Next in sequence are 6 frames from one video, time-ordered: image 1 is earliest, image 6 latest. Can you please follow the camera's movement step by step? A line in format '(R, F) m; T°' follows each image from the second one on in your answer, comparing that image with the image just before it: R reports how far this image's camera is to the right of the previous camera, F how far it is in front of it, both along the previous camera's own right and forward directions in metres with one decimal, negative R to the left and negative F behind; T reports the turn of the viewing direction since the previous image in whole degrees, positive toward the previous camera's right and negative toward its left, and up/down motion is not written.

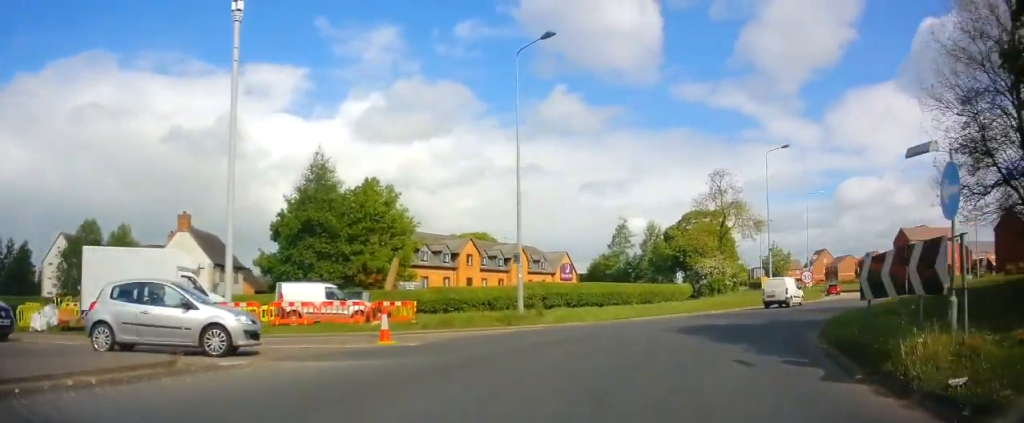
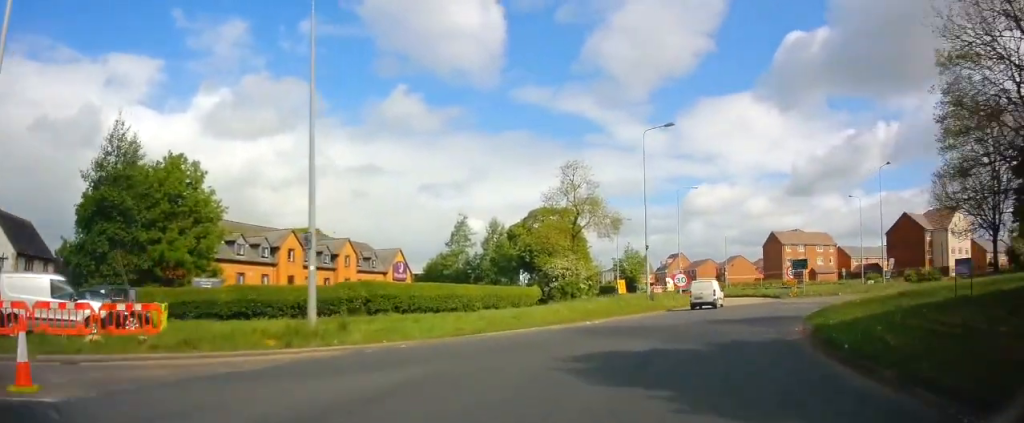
(+0.4, +7.9) m; +13°
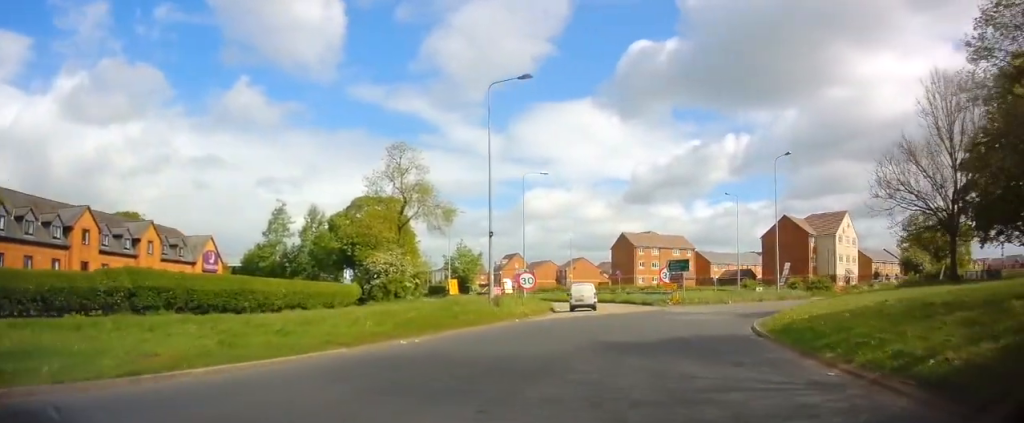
(+1.5, +9.2) m; +17°
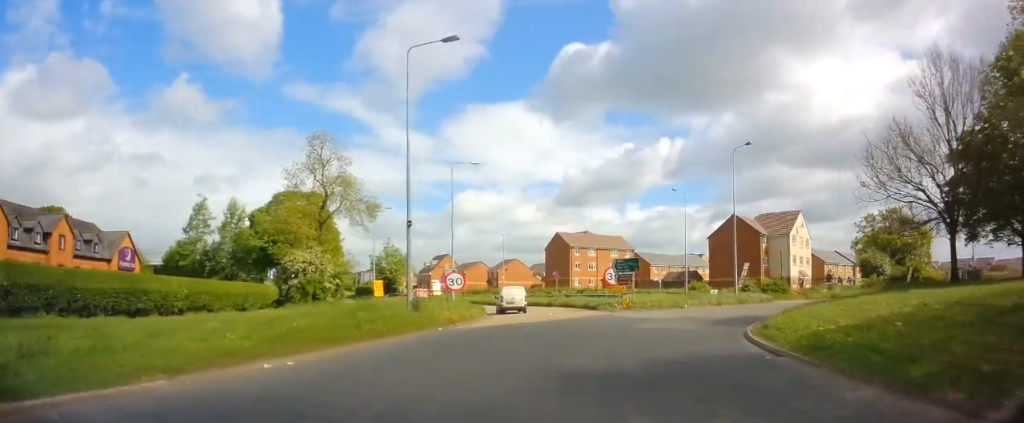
(+0.6, +4.8) m; +5°
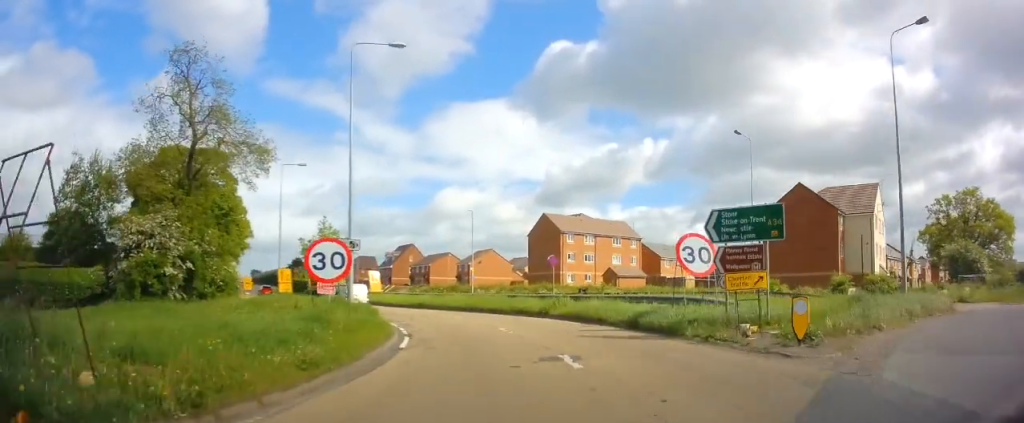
(+2.5, +23.1) m; +5°
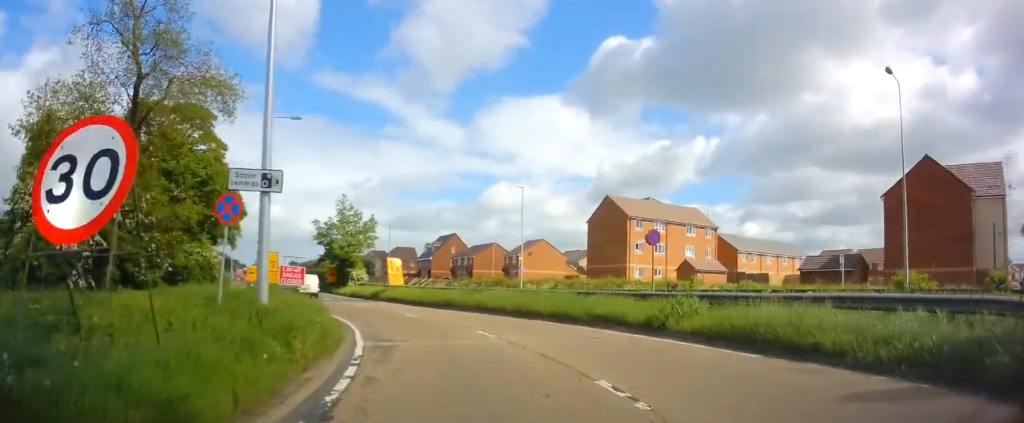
(-0.4, +12.5) m; -6°
